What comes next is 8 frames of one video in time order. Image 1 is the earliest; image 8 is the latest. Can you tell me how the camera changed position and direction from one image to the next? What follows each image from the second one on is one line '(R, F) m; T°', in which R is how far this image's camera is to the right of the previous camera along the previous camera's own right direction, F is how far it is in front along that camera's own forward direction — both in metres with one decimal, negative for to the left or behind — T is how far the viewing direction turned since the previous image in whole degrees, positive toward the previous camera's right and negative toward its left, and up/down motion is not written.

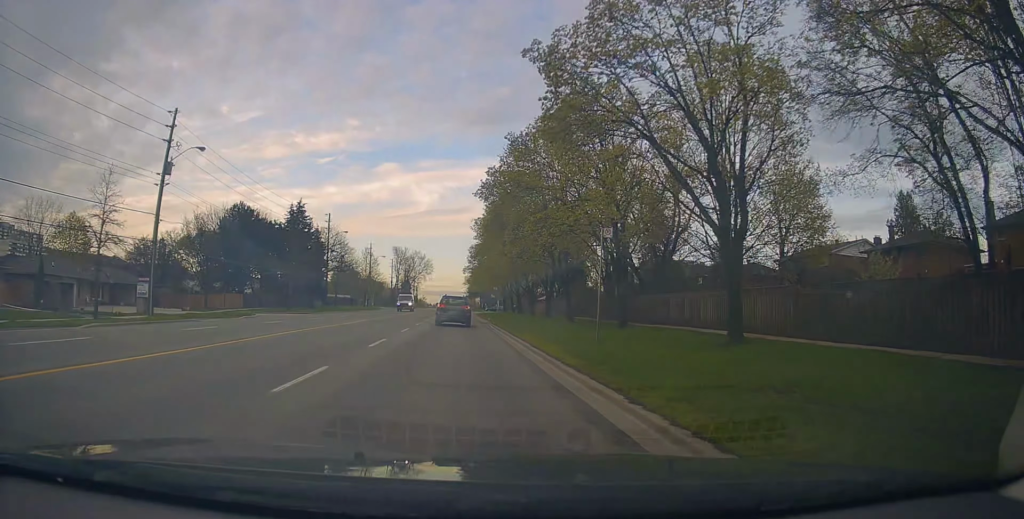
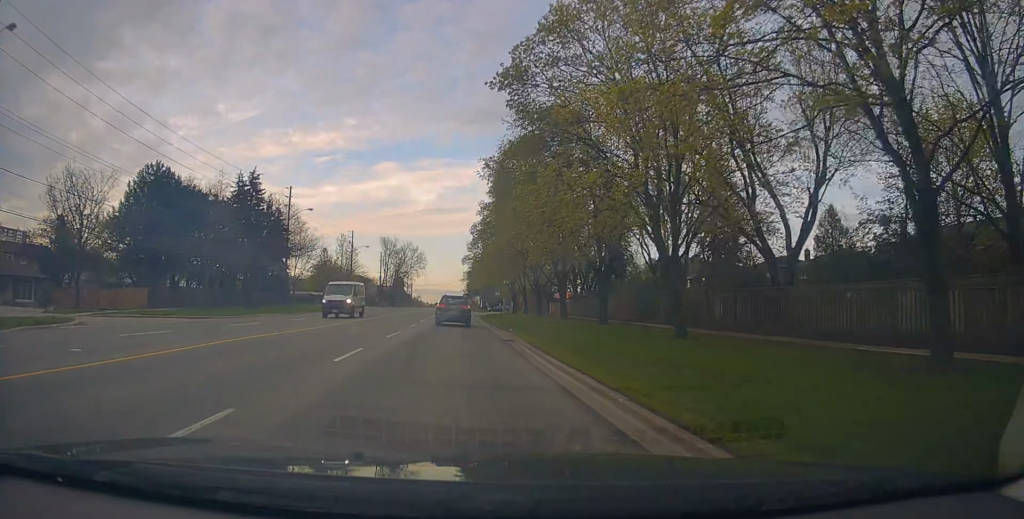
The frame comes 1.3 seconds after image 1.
(0.0, +20.7) m; 0°
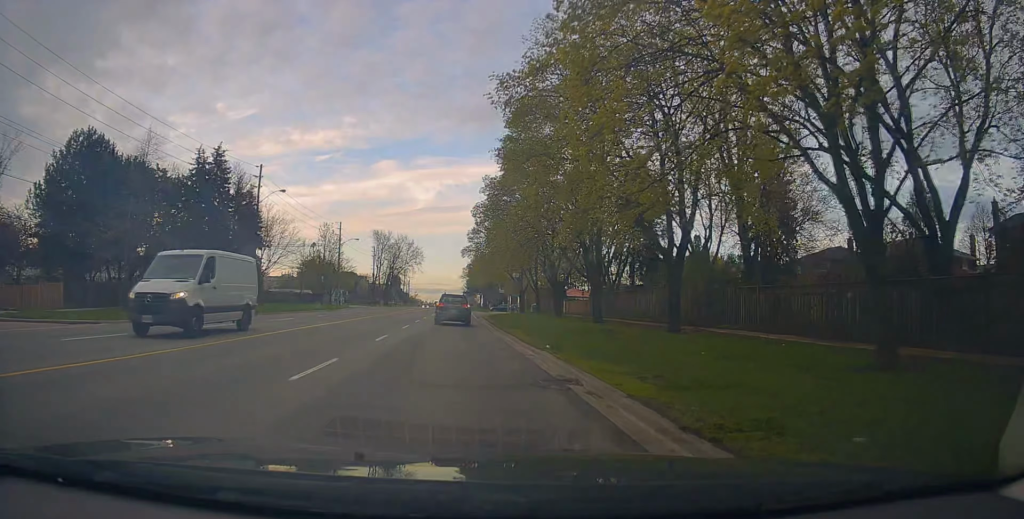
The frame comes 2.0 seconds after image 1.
(+0.1, +11.0) m; 0°
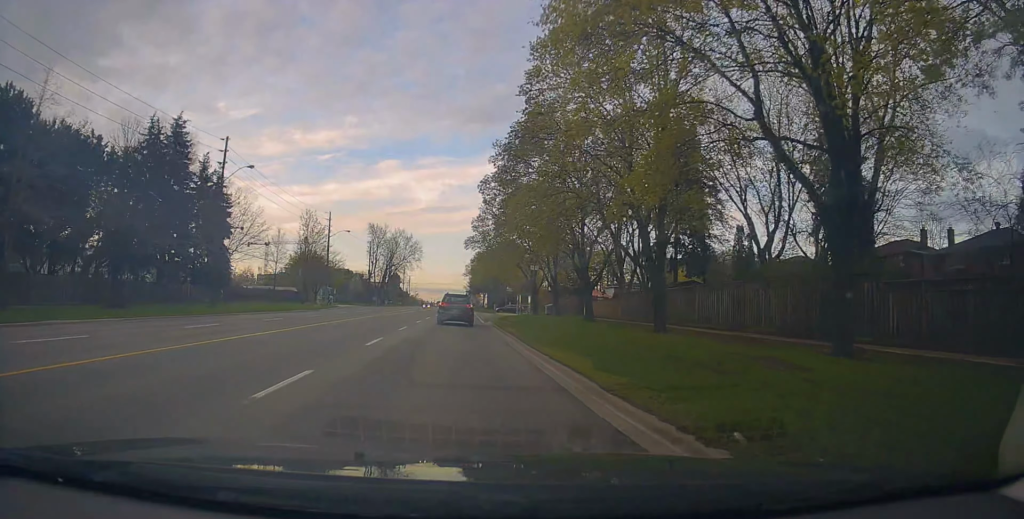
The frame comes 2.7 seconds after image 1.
(-0.1, +10.2) m; 0°
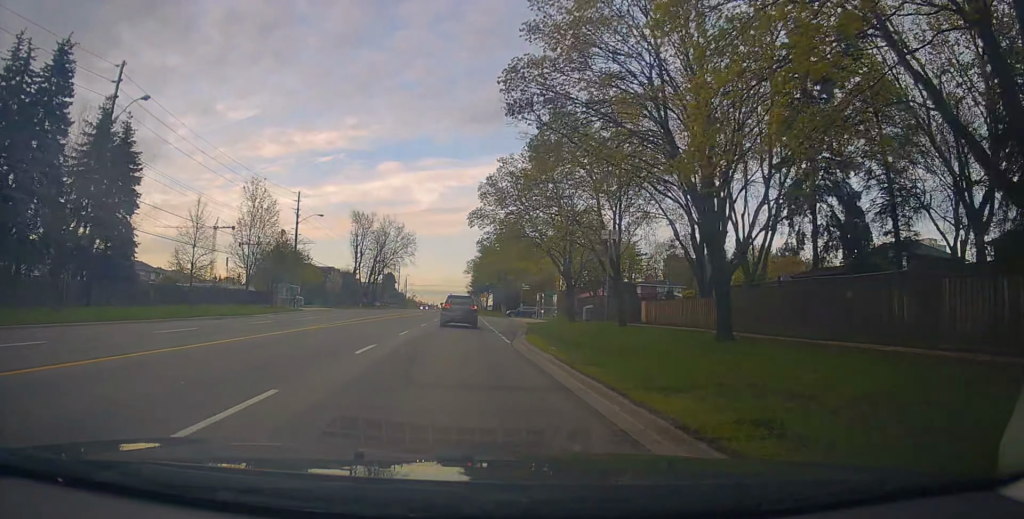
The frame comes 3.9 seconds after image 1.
(0.0, +18.8) m; +1°
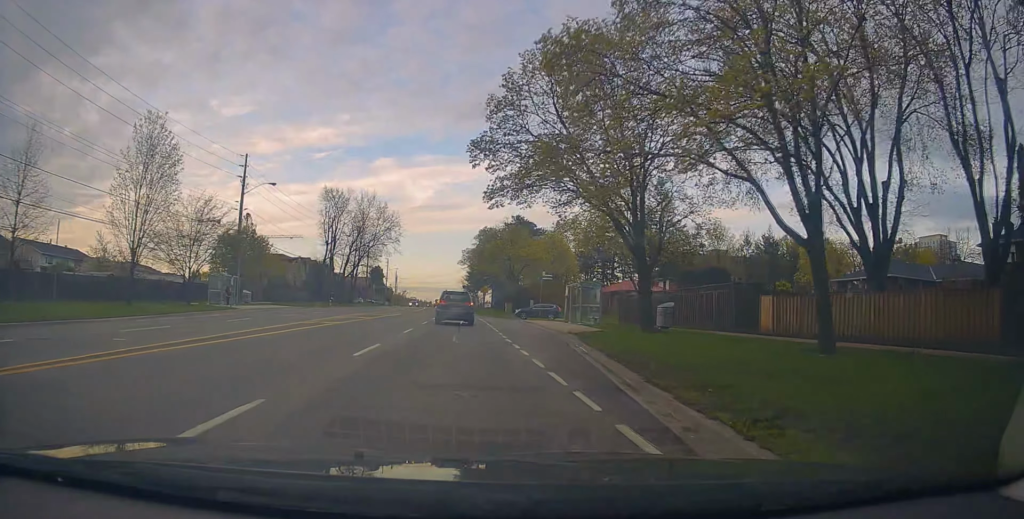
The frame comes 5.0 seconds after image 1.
(+0.3, +18.0) m; -1°
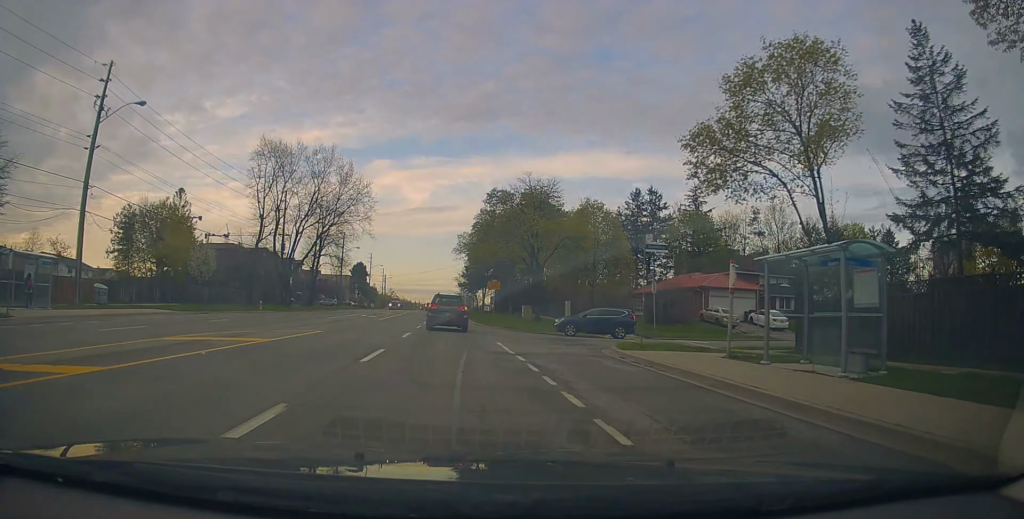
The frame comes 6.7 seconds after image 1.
(-0.4, +24.9) m; +1°
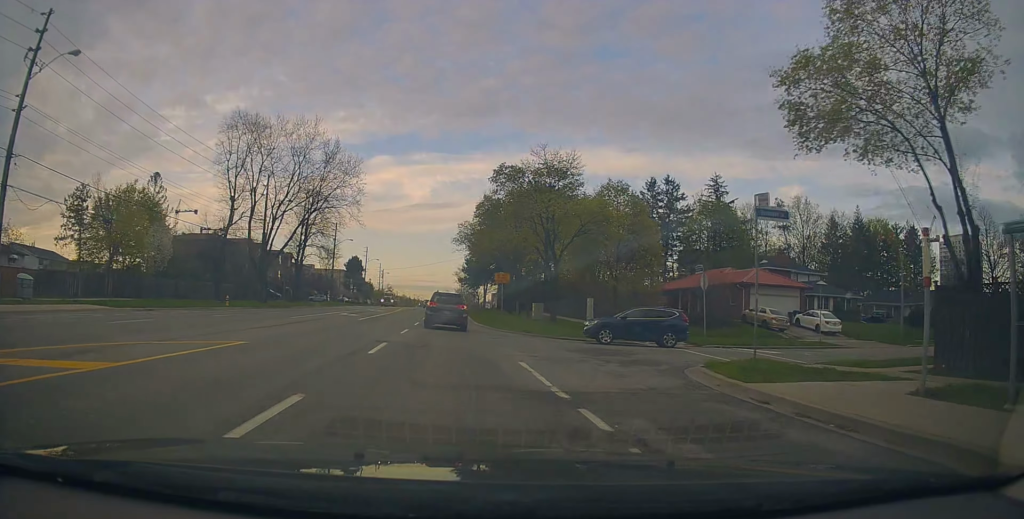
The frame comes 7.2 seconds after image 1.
(+0.2, +7.6) m; +1°
